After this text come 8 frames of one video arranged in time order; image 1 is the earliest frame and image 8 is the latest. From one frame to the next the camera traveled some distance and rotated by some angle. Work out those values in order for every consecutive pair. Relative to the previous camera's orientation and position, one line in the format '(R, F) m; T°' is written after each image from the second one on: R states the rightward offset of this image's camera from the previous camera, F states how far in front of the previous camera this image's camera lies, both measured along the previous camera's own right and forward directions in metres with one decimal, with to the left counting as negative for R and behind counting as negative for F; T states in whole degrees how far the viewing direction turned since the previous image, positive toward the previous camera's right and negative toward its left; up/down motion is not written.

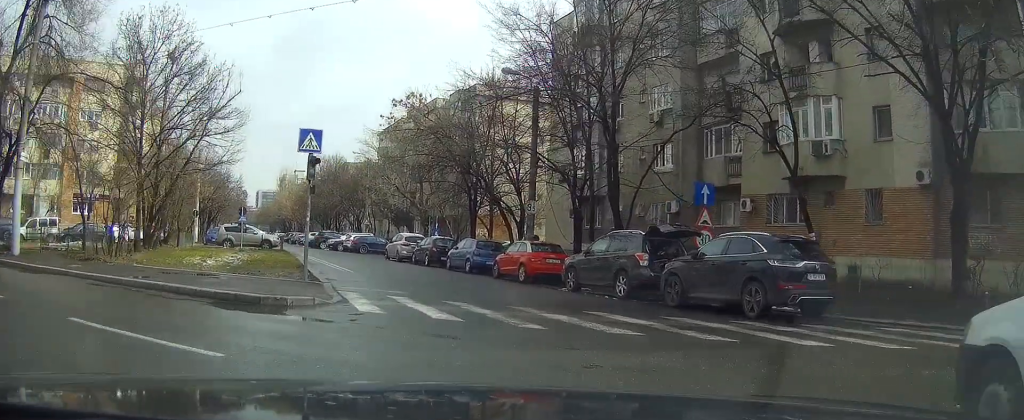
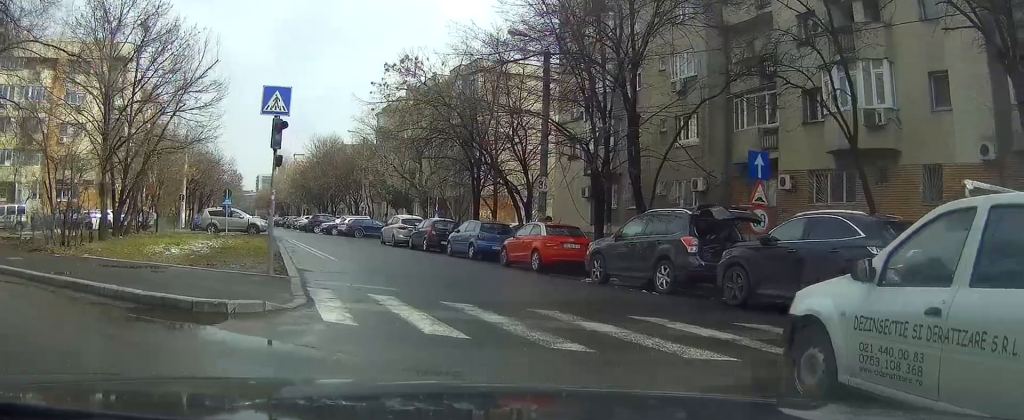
(+0.6, +3.8) m; +2°
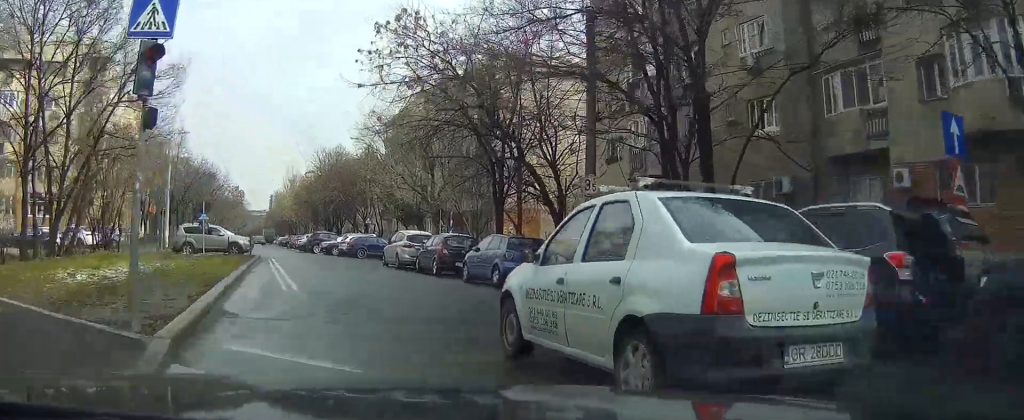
(-0.2, +6.8) m; -9°
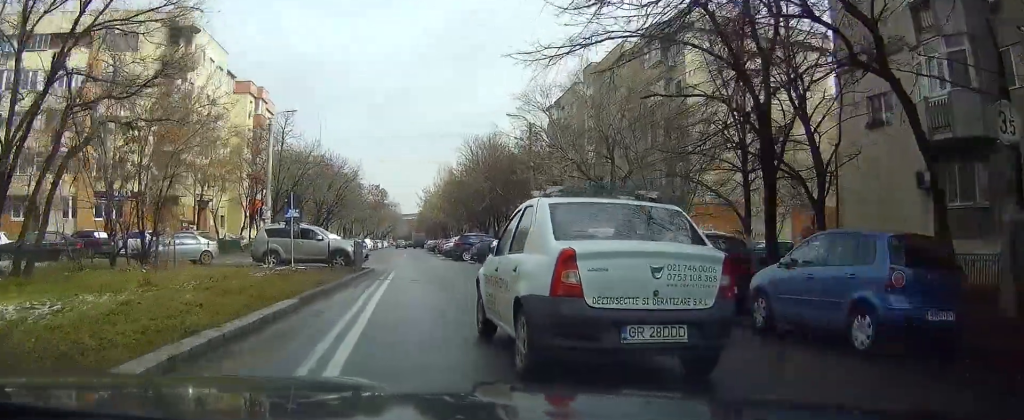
(-1.6, +11.1) m; -13°
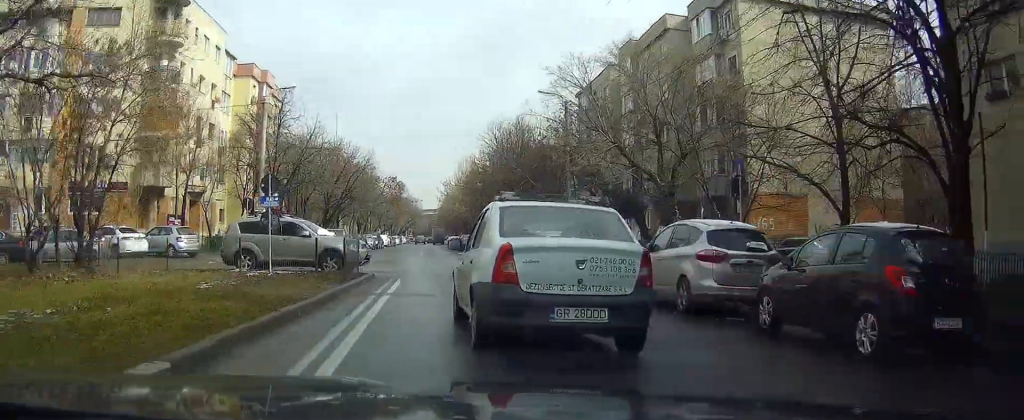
(-0.1, +6.1) m; -4°
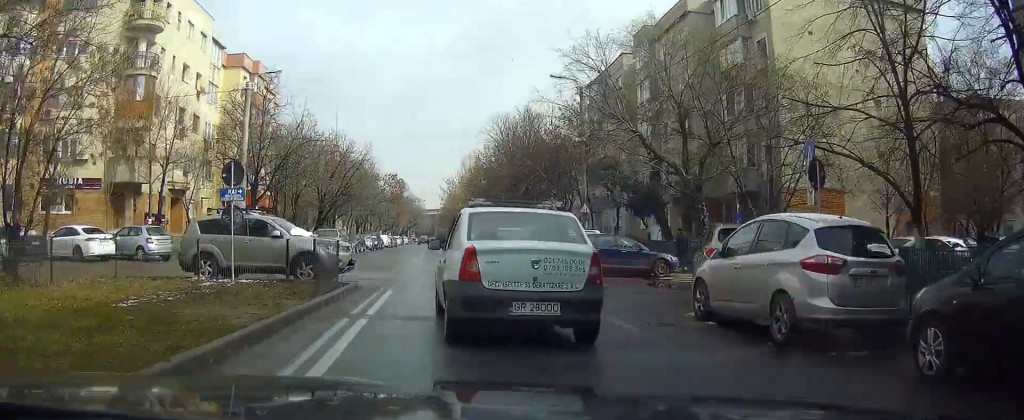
(-0.1, +3.9) m; -2°
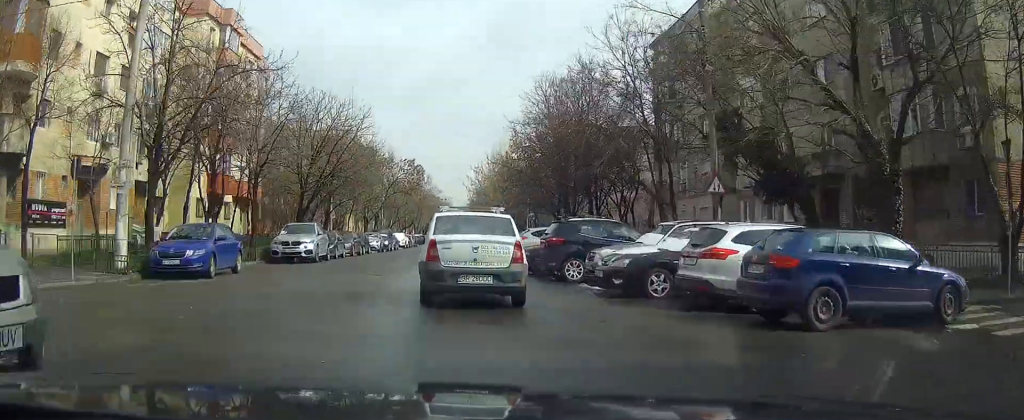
(-0.8, +14.2) m; -5°
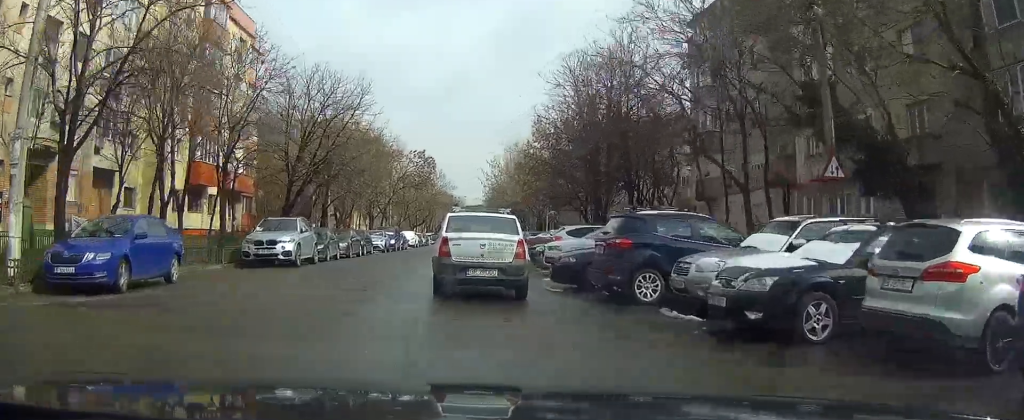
(-0.1, +5.9) m; -1°
